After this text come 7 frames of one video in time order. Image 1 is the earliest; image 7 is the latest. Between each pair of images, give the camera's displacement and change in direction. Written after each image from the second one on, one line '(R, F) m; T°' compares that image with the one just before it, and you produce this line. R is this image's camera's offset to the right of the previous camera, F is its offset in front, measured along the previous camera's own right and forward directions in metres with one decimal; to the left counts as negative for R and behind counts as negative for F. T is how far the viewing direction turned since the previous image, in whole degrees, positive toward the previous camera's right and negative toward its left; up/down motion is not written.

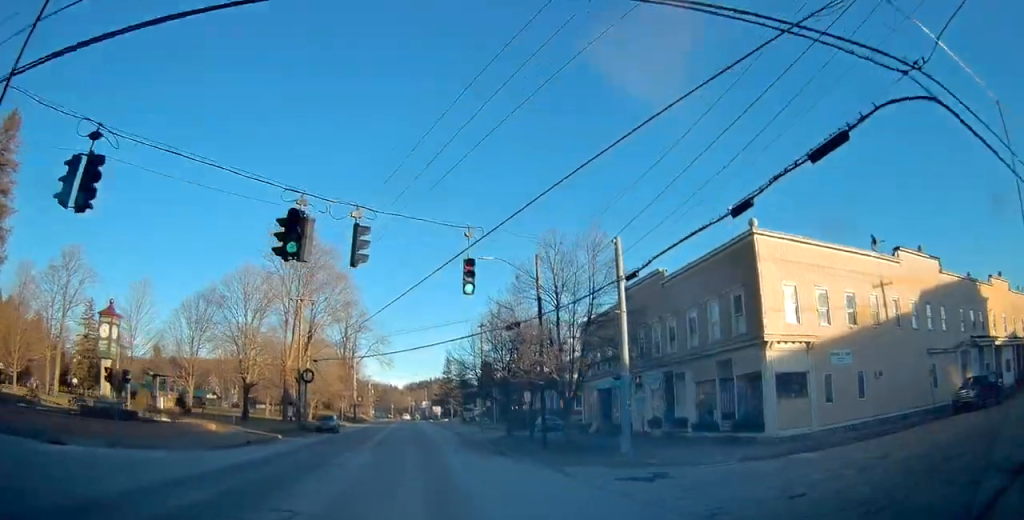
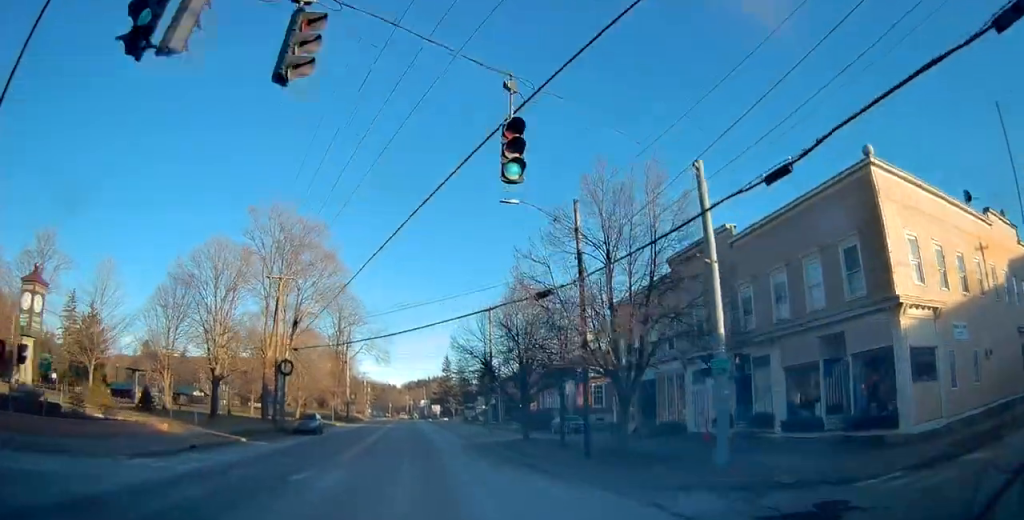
(+0.2, +8.0) m; 0°
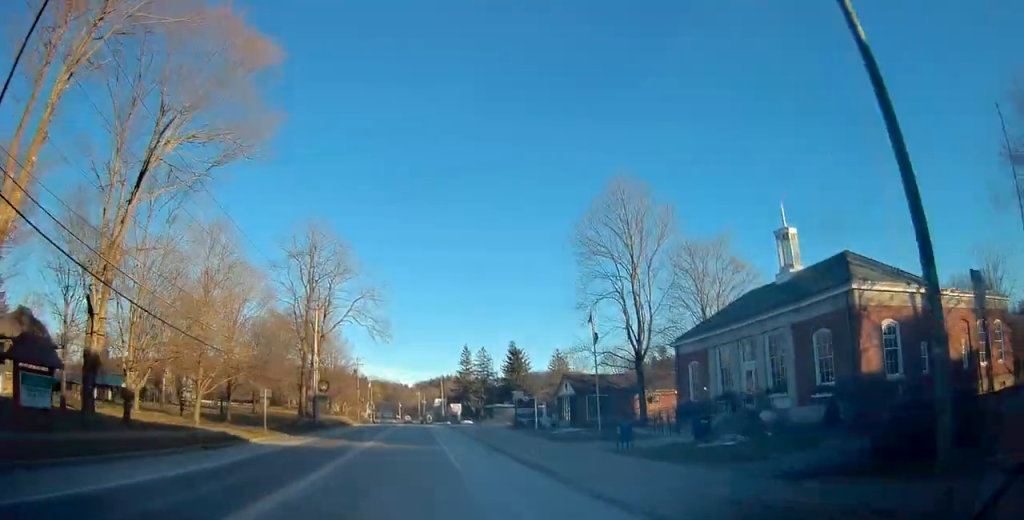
(0.0, +41.4) m; -1°
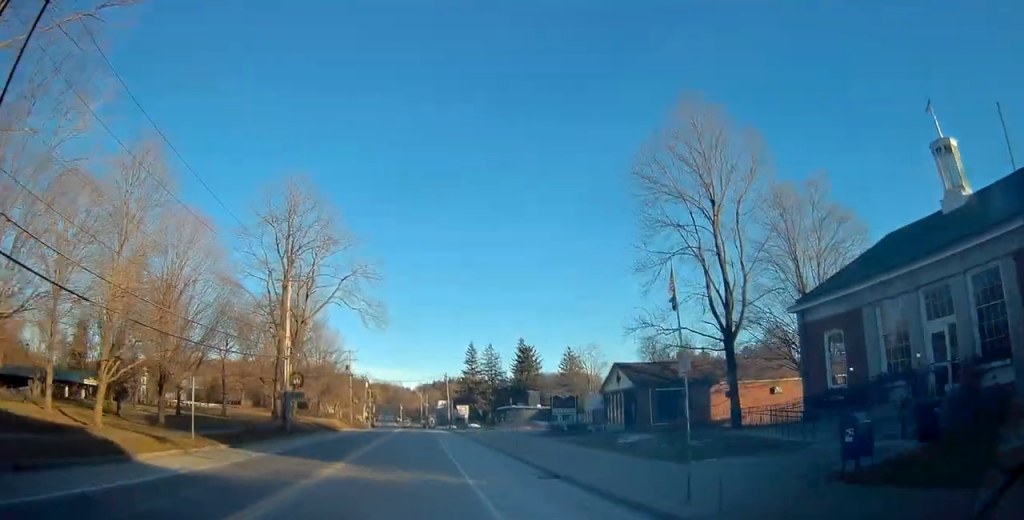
(-0.3, +14.0) m; 0°
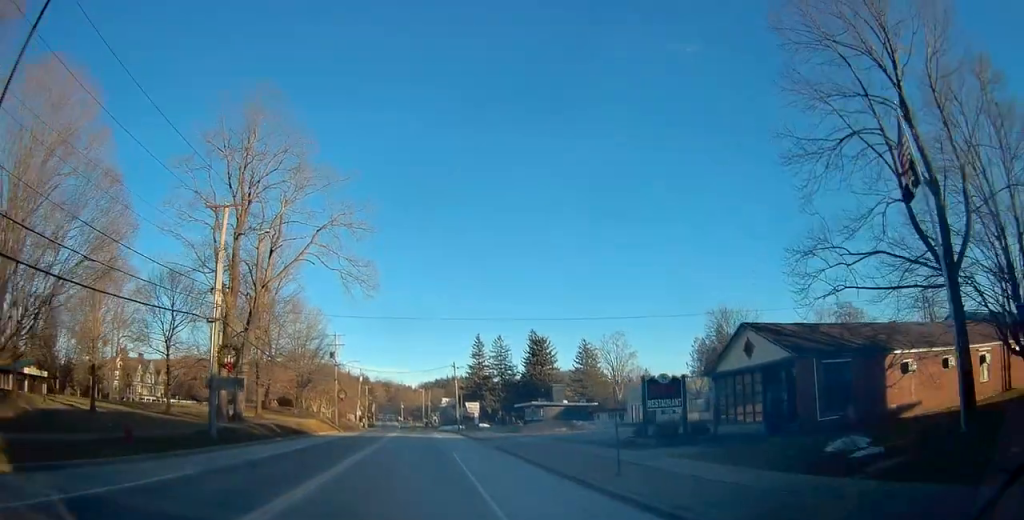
(+0.3, +17.3) m; +1°
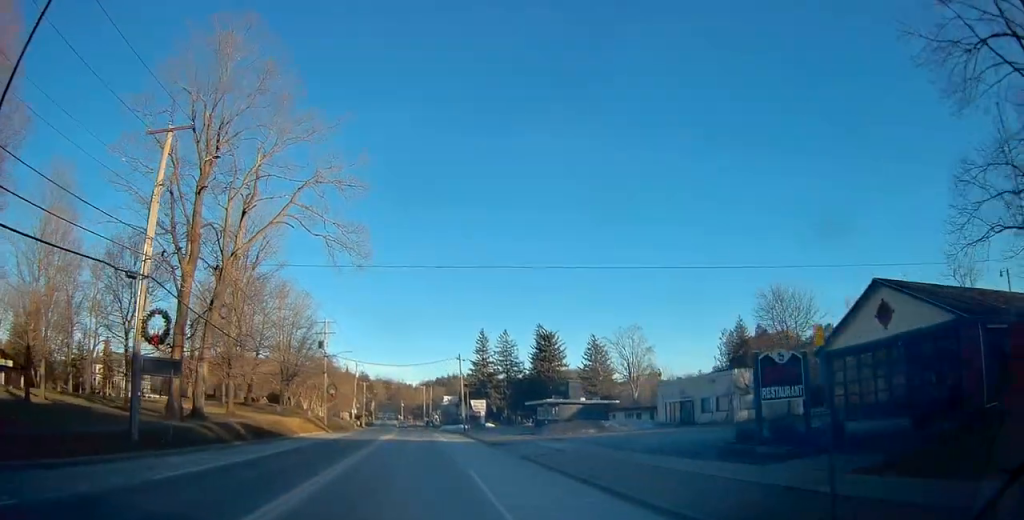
(+0.1, +8.9) m; 0°
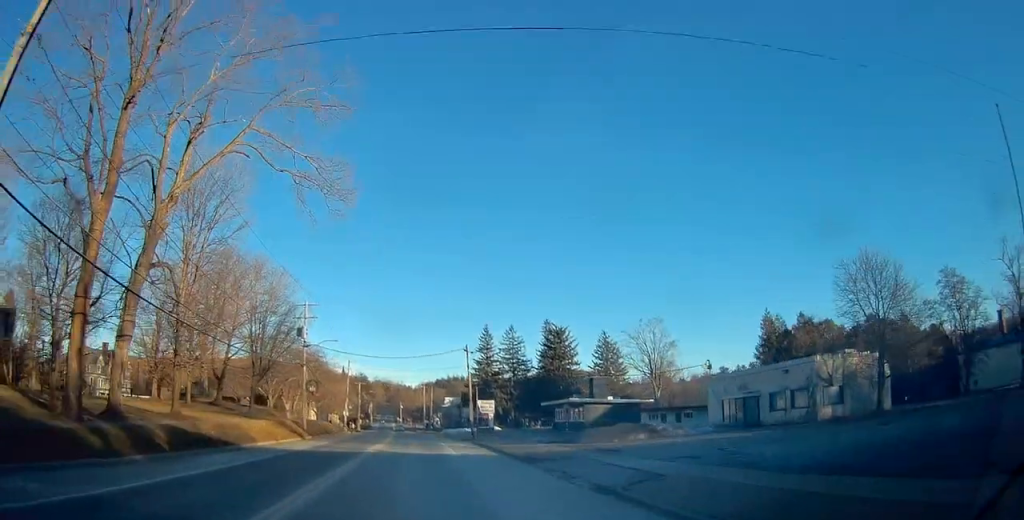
(-0.3, +11.3) m; -1°
